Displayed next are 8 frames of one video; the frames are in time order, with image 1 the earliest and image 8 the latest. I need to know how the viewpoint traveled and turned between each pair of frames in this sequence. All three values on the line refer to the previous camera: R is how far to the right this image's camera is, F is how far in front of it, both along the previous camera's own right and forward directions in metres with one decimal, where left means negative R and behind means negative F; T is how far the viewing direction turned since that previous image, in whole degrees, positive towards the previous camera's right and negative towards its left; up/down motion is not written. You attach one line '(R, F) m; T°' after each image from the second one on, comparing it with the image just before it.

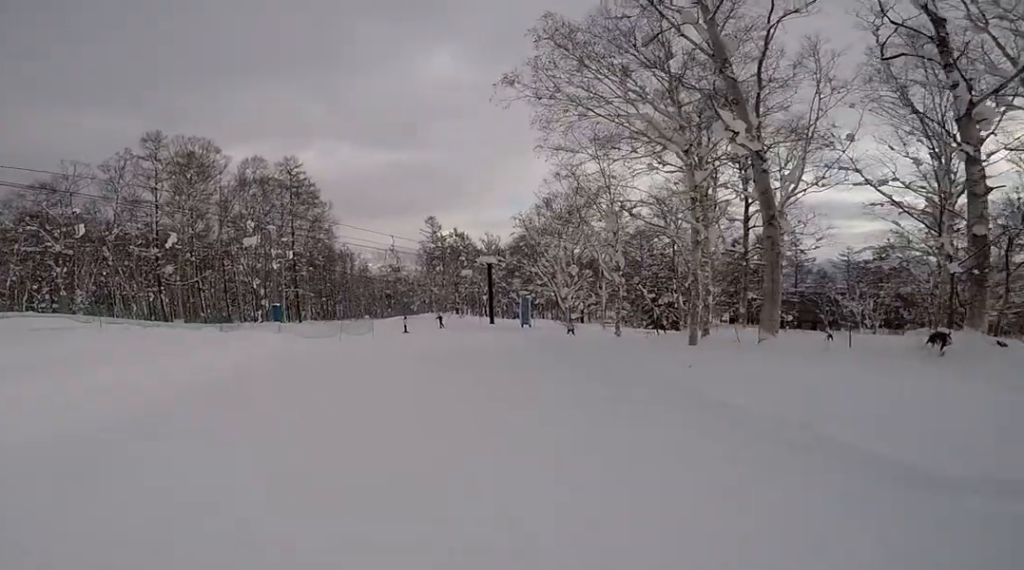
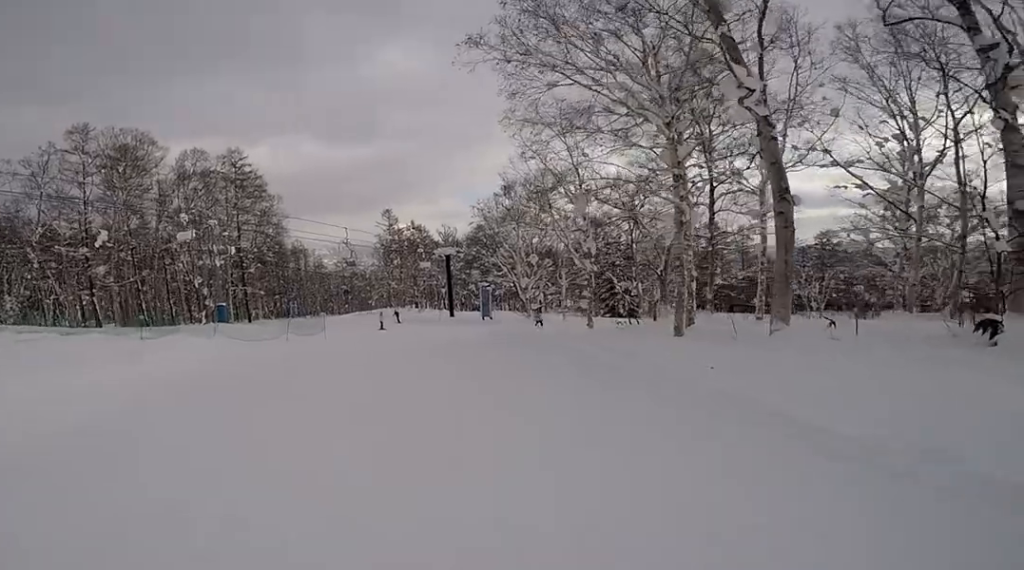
(+0.4, +2.1) m; +6°
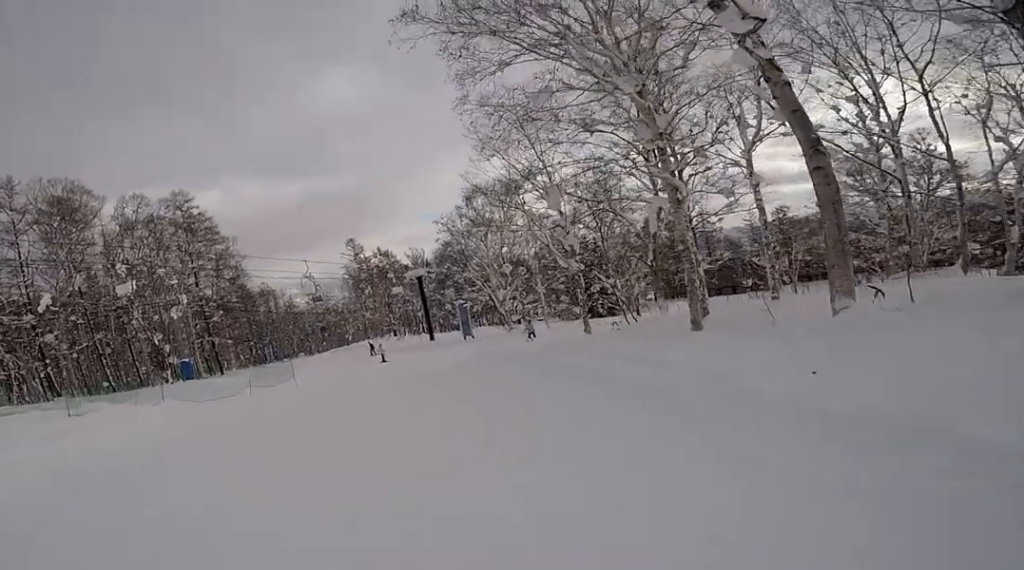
(+0.2, +2.4) m; +3°
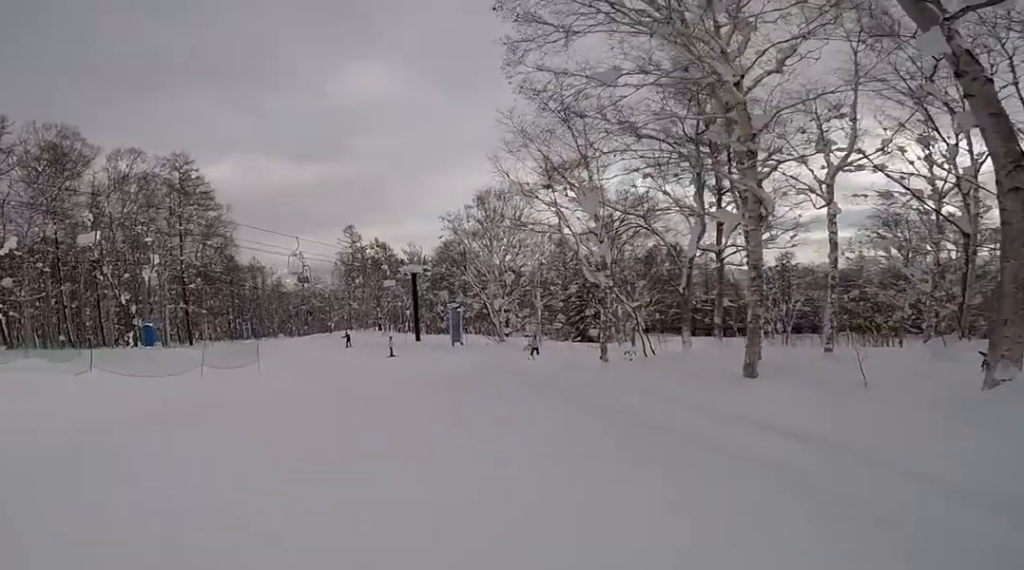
(+0.1, +2.6) m; -7°
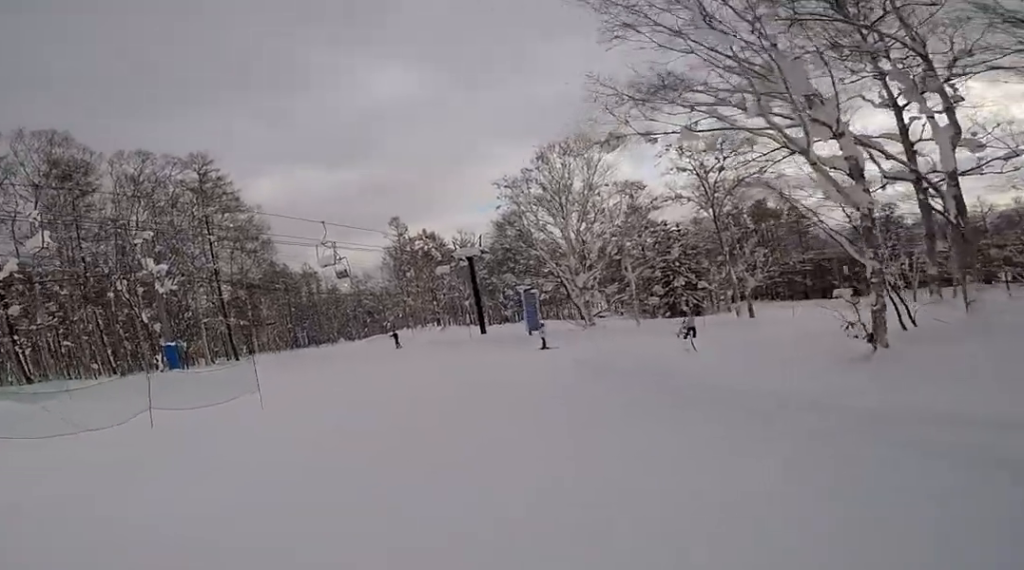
(-1.3, +6.6) m; -9°
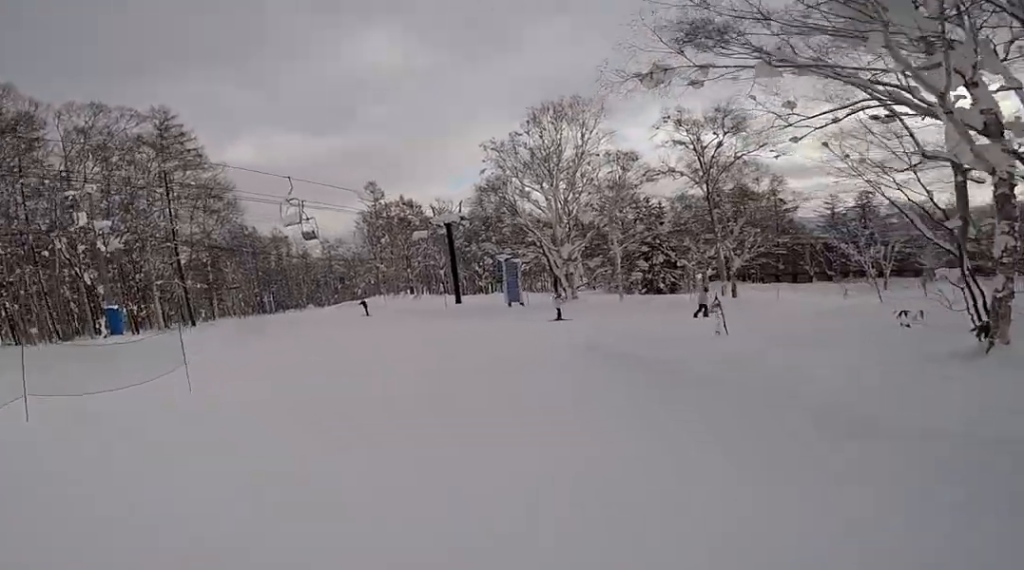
(+0.2, +2.4) m; 0°
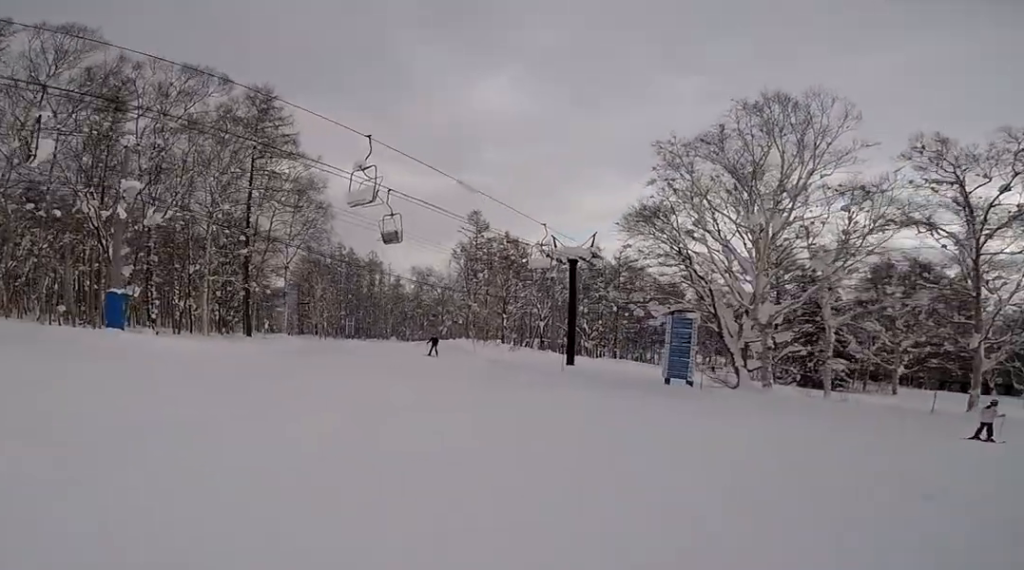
(-0.2, +8.7) m; +3°
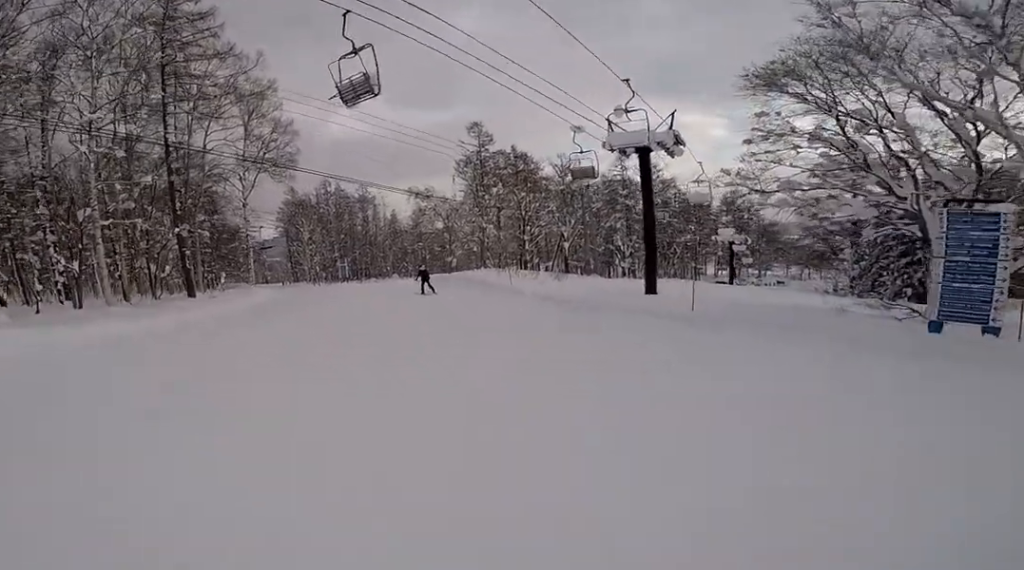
(-0.1, +9.7) m; -14°
